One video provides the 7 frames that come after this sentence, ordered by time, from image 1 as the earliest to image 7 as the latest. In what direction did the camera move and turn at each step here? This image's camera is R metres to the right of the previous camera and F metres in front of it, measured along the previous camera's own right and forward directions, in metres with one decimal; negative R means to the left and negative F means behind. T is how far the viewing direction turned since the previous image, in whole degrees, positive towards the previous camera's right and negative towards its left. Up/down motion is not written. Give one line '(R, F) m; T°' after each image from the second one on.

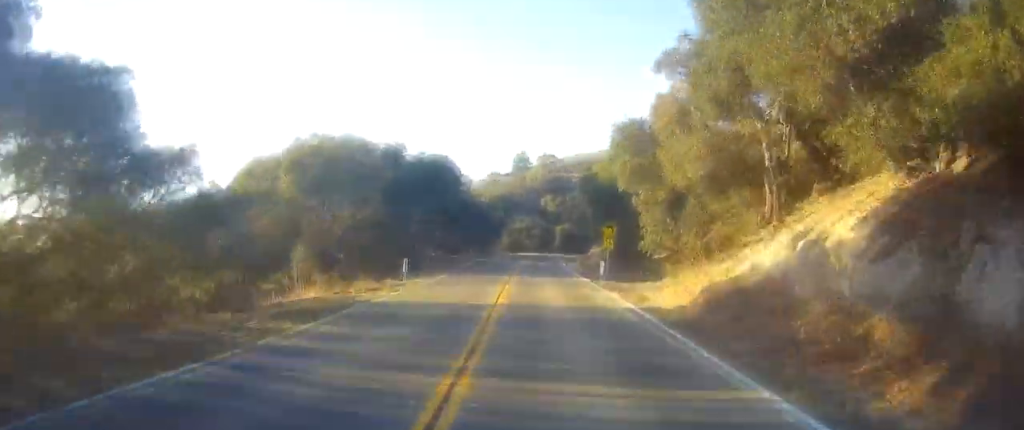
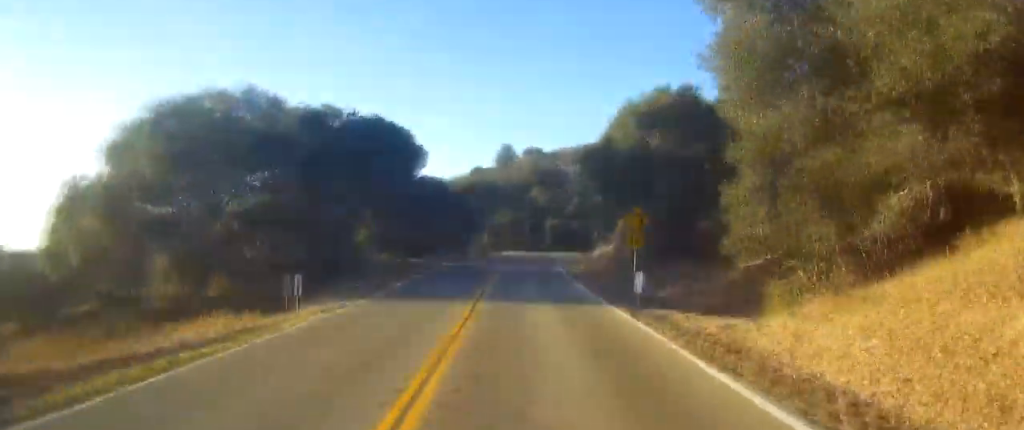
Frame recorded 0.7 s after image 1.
(-0.5, +14.1) m; 0°
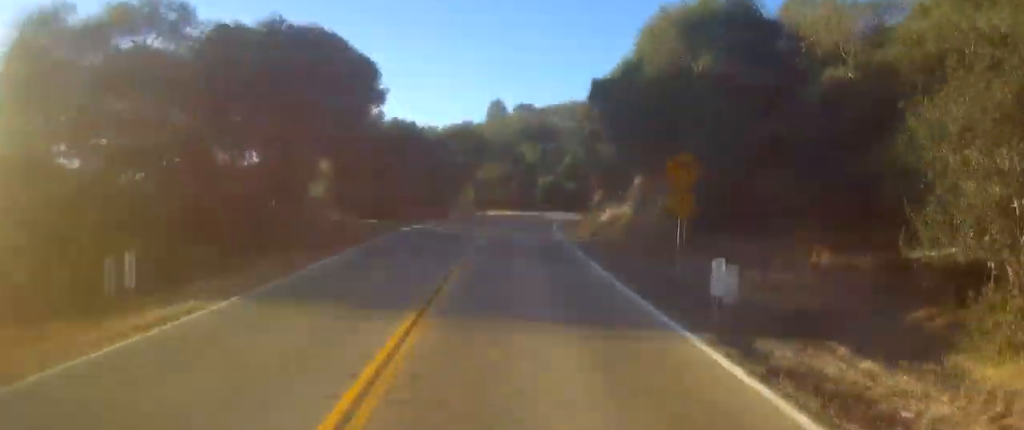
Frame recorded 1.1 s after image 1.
(+0.2, +8.5) m; +1°
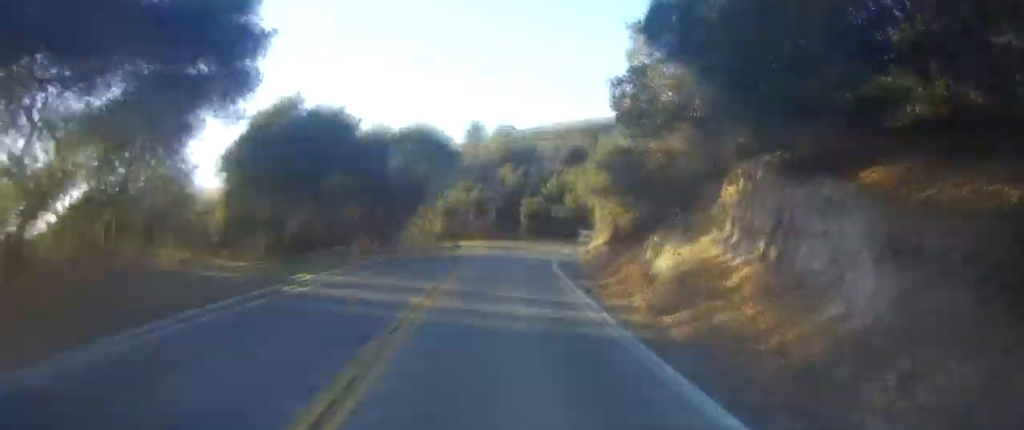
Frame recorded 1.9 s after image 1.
(+0.3, +14.8) m; +2°
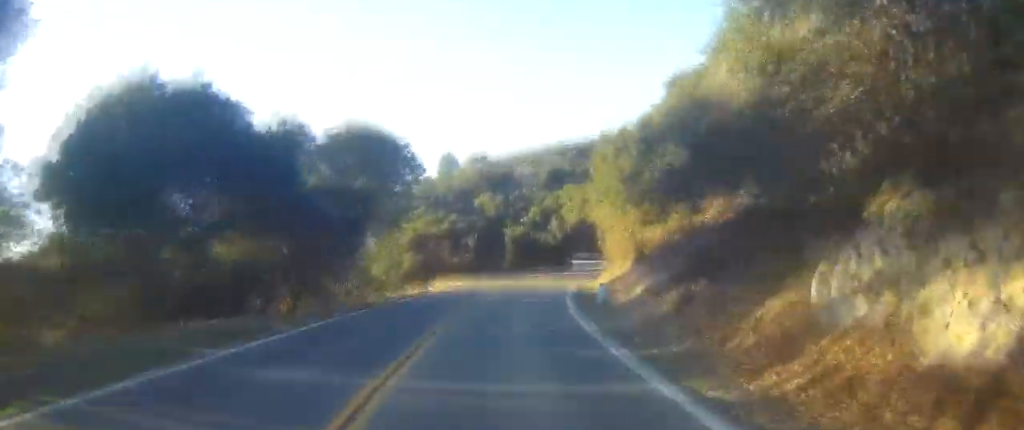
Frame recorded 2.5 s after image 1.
(0.0, +11.5) m; +1°
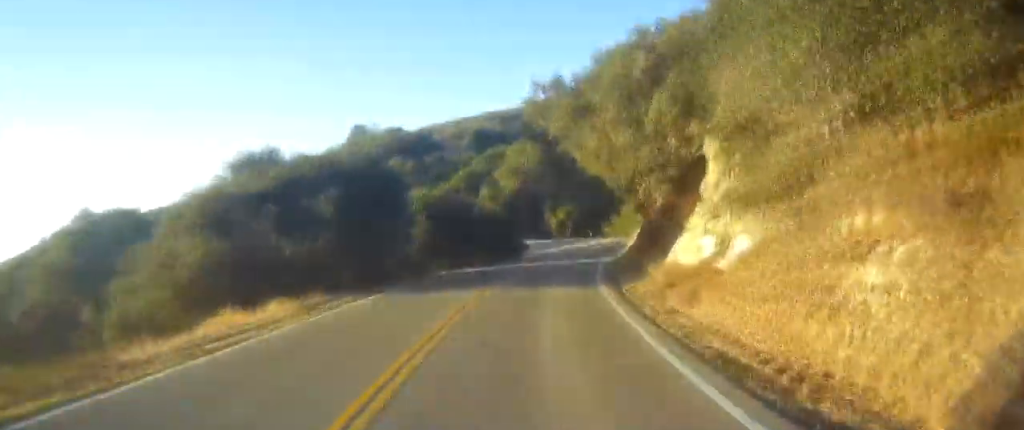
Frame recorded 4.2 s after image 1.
(+2.3, +29.0) m; +11°
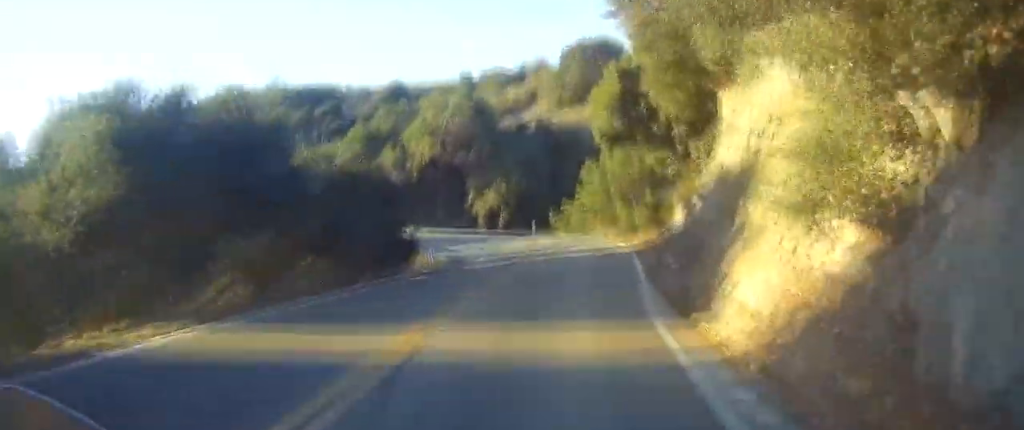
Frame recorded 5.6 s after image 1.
(+1.6, +25.6) m; +5°
